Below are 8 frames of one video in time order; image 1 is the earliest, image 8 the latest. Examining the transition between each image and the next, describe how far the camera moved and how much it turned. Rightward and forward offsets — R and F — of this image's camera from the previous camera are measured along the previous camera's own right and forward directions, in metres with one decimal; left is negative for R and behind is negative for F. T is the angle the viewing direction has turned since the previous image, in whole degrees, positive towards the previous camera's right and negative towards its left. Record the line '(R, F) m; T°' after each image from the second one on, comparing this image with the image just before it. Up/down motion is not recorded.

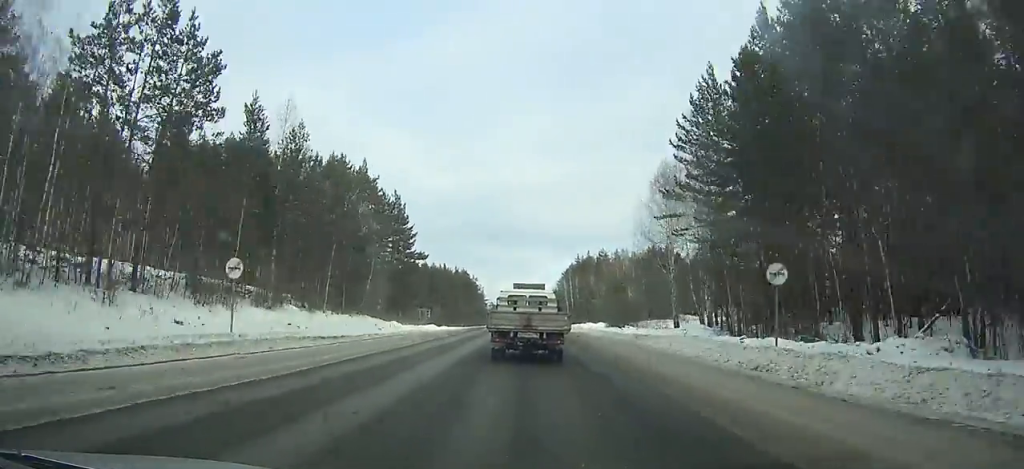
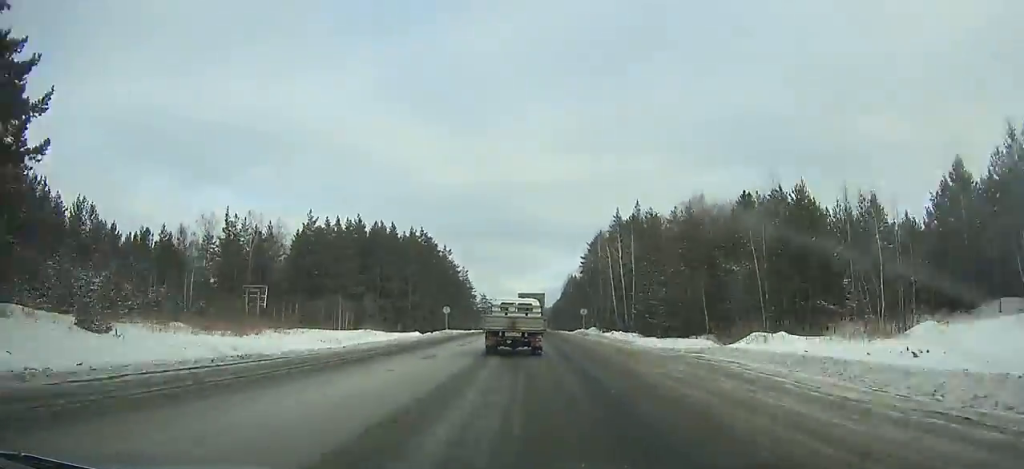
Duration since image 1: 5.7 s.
(-0.2, +82.9) m; 0°
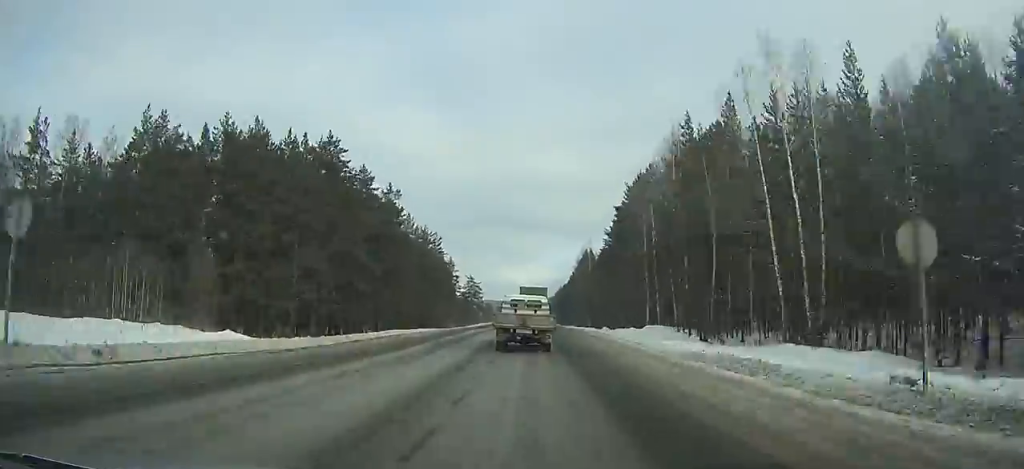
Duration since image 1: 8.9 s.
(+0.4, +51.0) m; 0°
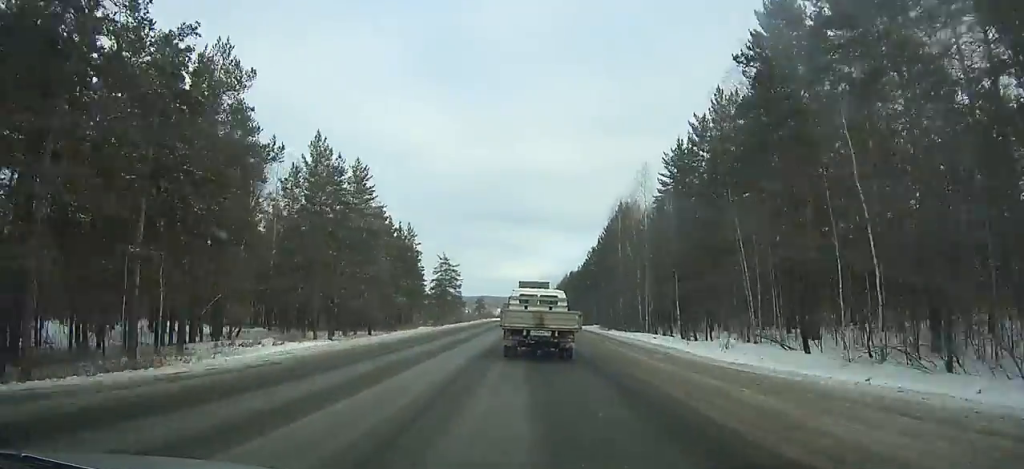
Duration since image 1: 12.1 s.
(-0.1, +52.8) m; 0°
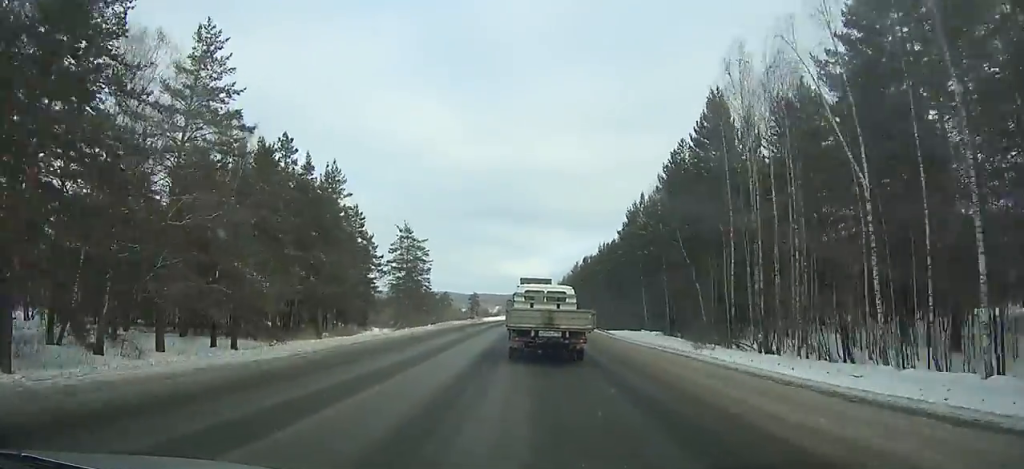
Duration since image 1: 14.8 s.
(-0.2, +45.0) m; 0°
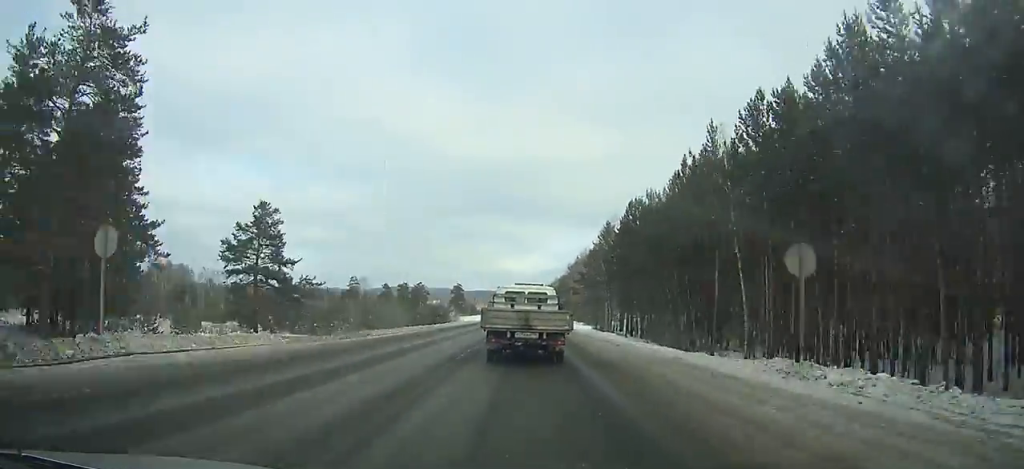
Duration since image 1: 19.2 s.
(+0.2, +74.4) m; 0°
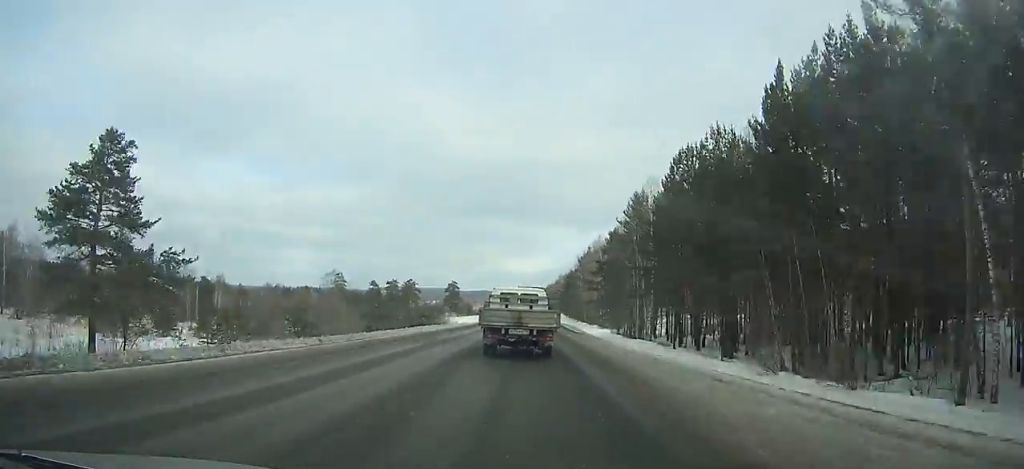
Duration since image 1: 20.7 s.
(+0.1, +26.6) m; 0°
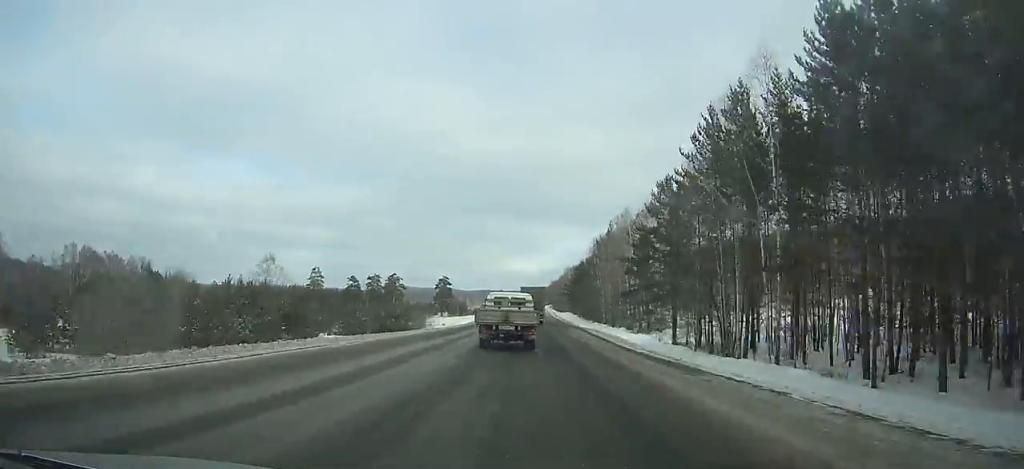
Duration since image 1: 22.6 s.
(+0.1, +34.3) m; 0°
